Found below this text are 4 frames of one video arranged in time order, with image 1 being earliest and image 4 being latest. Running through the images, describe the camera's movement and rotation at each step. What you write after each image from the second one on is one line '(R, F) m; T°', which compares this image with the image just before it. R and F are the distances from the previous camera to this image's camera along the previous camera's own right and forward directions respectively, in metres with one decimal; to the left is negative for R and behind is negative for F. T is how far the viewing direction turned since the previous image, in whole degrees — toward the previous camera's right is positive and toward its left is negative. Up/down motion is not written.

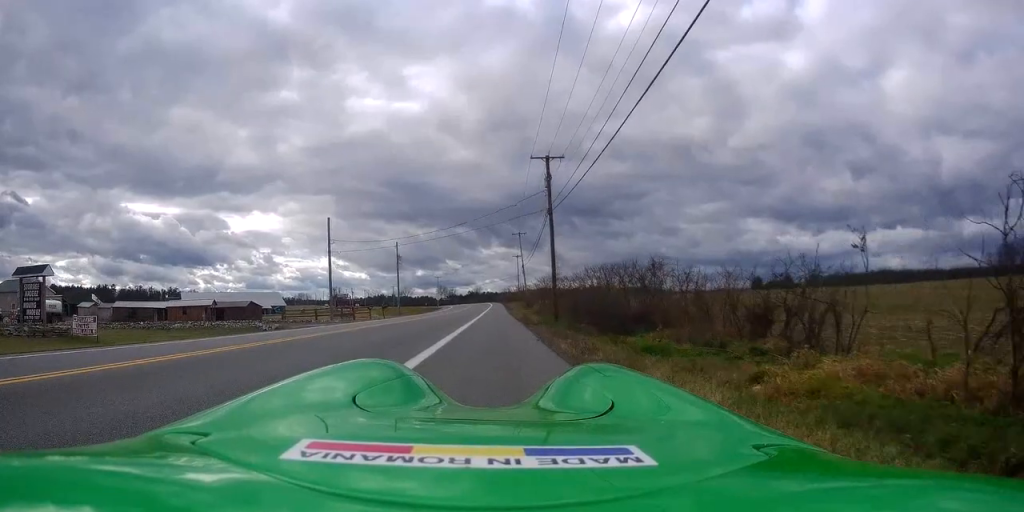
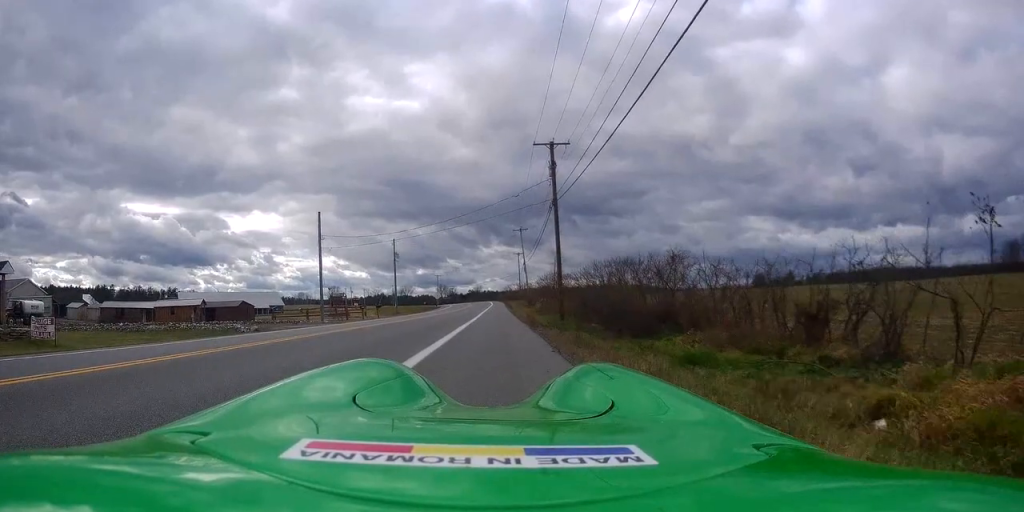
(+0.1, +3.3) m; -1°
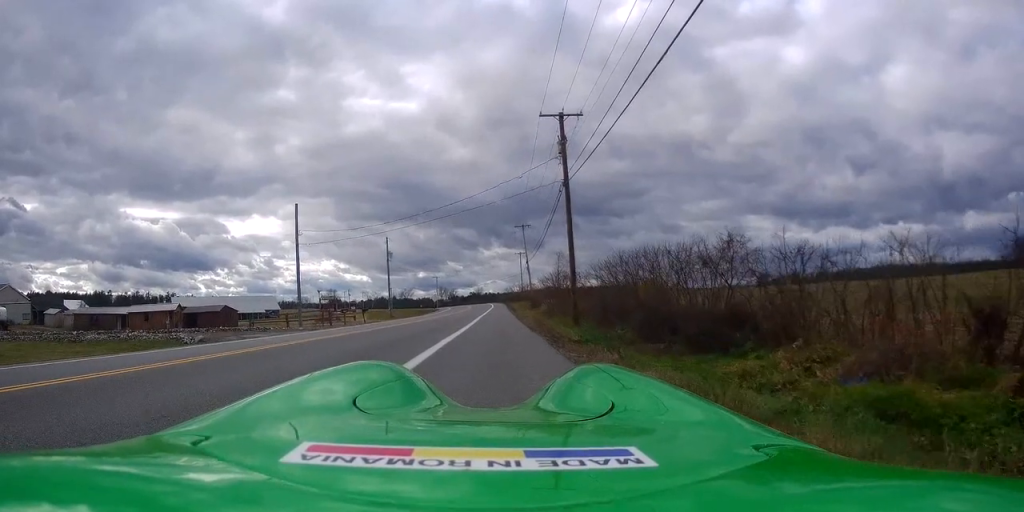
(-0.5, +6.3) m; -5°
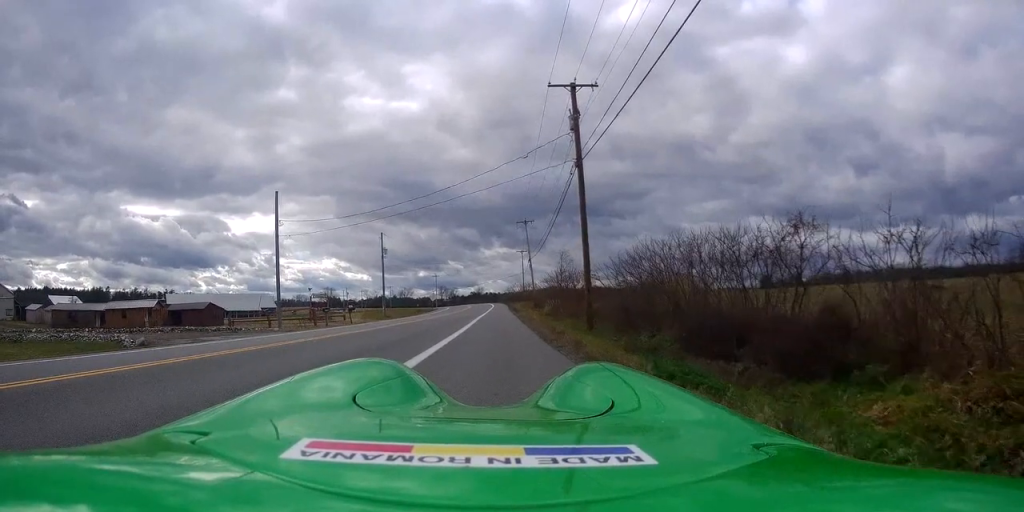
(+0.2, +4.6) m; +5°
